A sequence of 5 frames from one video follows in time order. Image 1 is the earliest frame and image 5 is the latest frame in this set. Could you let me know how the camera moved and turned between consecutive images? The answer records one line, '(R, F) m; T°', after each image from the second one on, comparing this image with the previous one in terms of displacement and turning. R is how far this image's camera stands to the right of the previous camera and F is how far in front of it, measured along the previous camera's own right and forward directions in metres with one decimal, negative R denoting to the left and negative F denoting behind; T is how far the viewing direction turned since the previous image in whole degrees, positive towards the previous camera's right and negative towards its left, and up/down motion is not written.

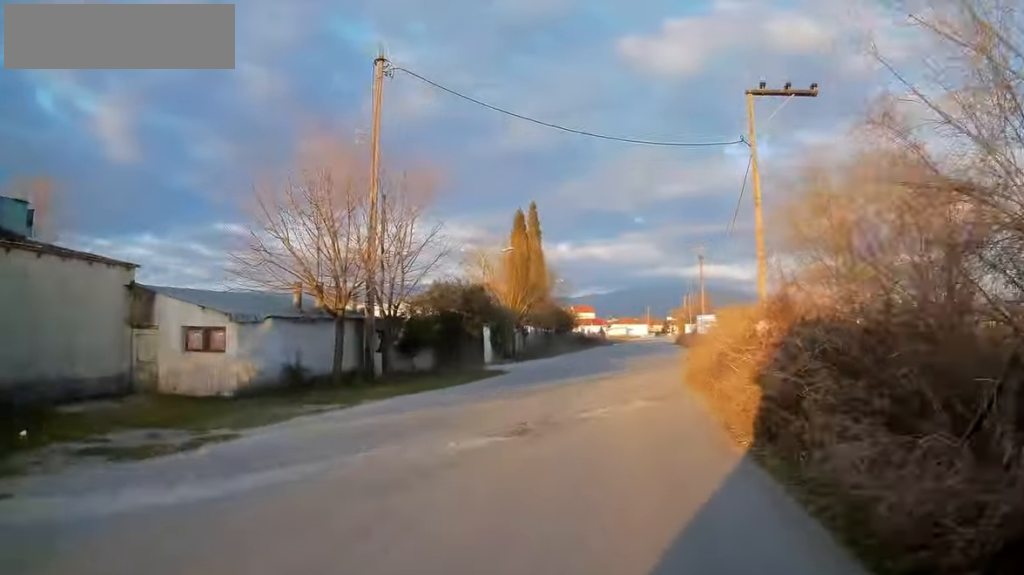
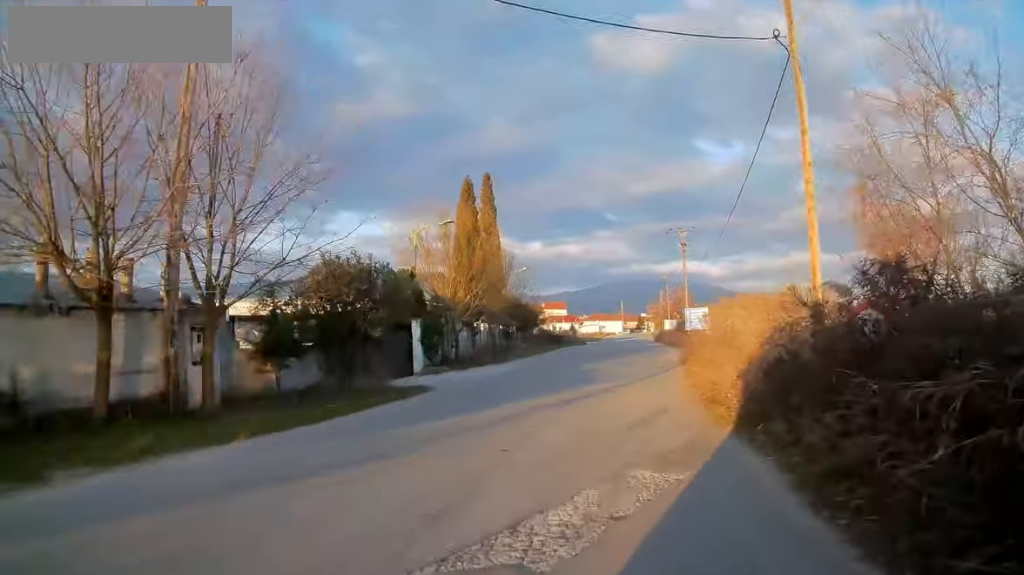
(0.0, +8.5) m; 0°
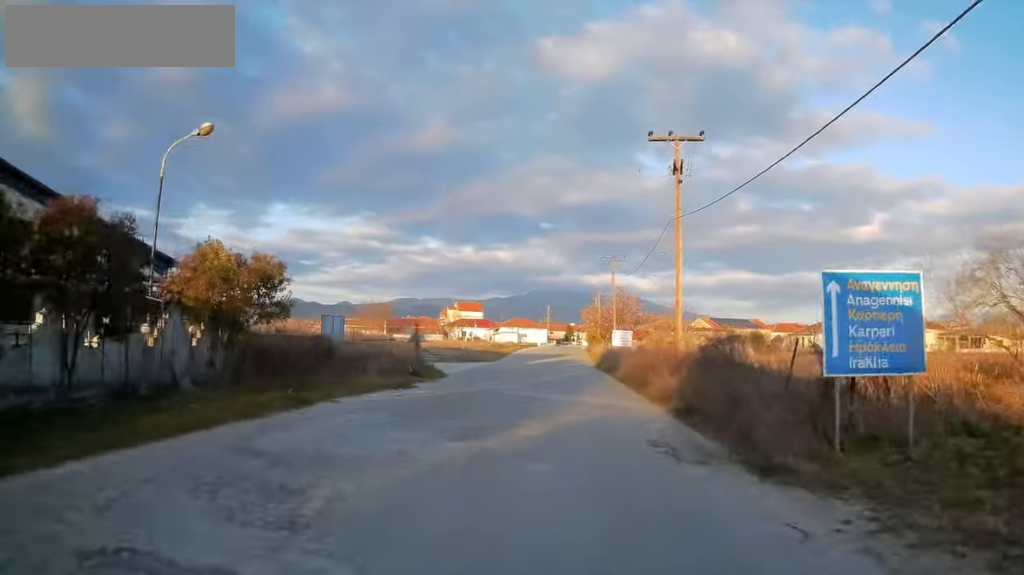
(+2.5, +36.3) m; +9°
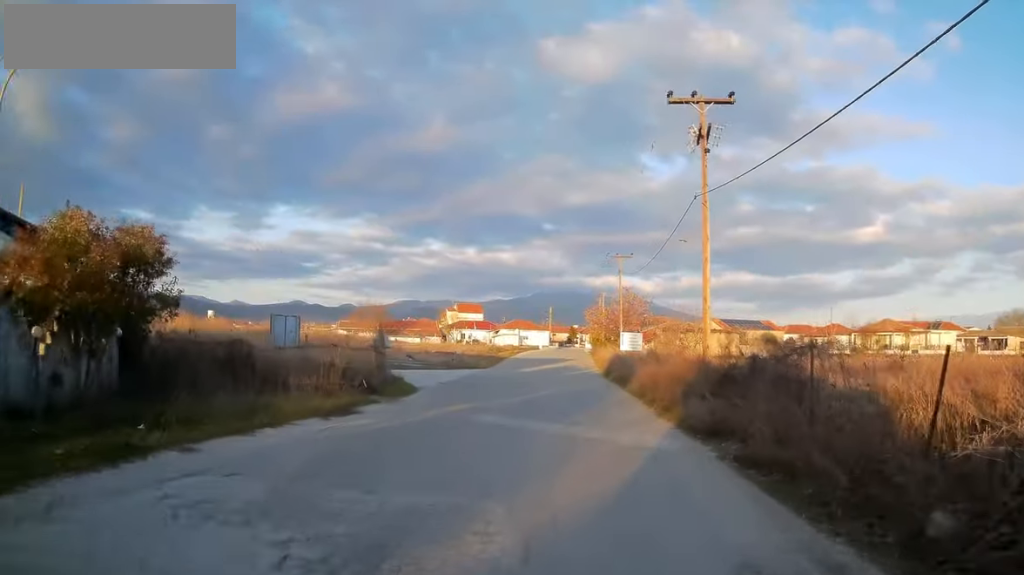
(+0.2, +5.6) m; +1°
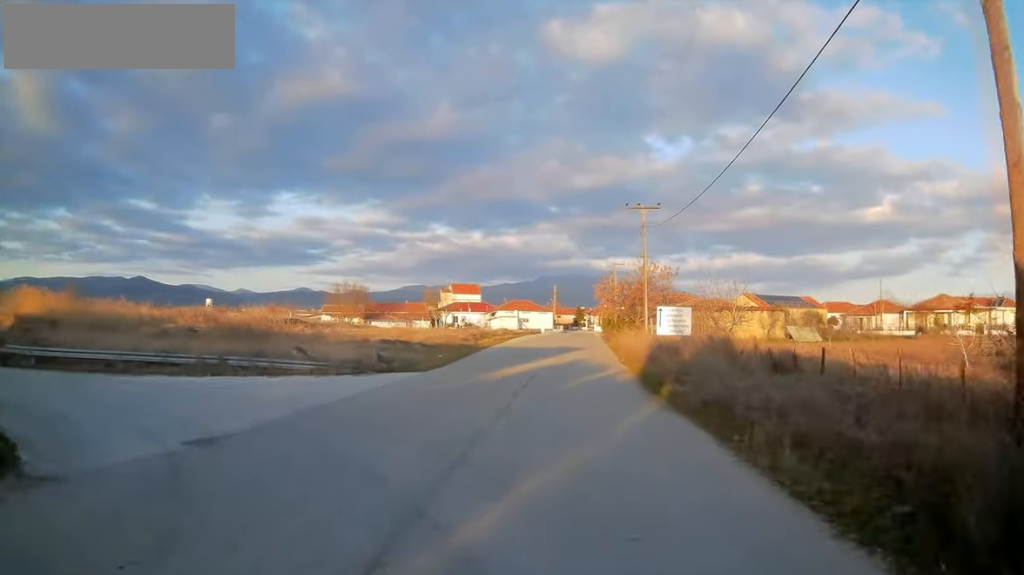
(+0.3, +18.1) m; +1°
